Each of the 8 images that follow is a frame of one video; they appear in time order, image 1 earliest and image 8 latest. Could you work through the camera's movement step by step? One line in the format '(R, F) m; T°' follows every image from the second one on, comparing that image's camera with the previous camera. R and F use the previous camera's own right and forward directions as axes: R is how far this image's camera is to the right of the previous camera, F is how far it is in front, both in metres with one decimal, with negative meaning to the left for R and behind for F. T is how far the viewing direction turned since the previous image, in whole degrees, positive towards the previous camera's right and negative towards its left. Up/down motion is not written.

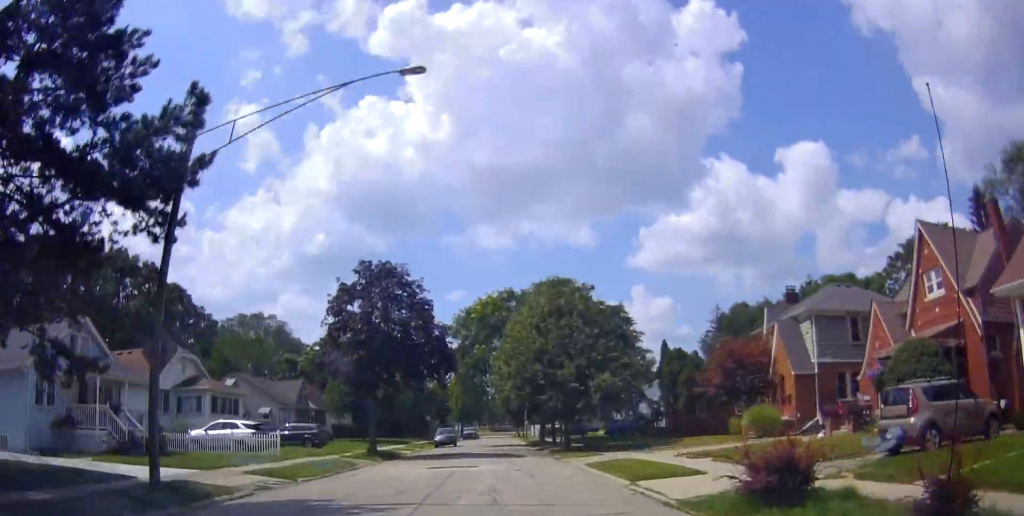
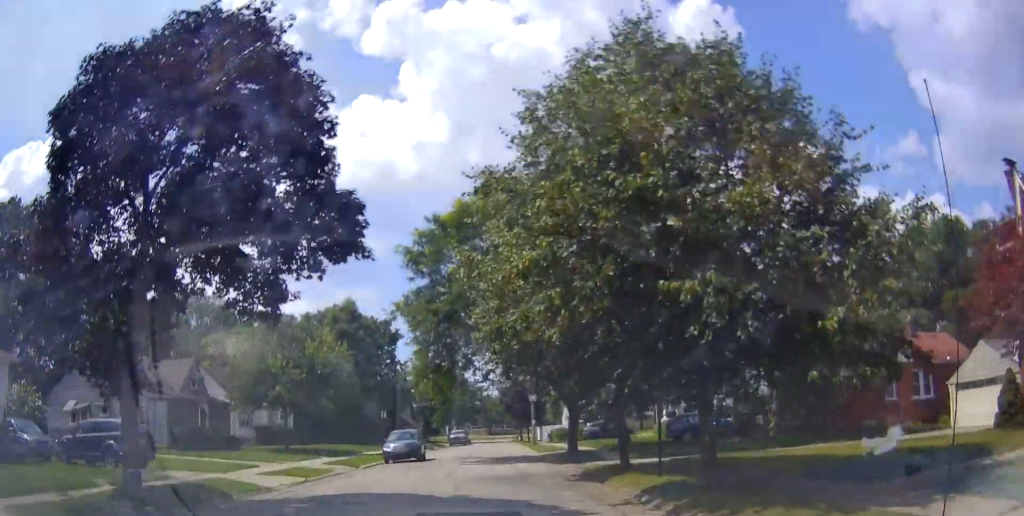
(0.0, +20.4) m; +1°
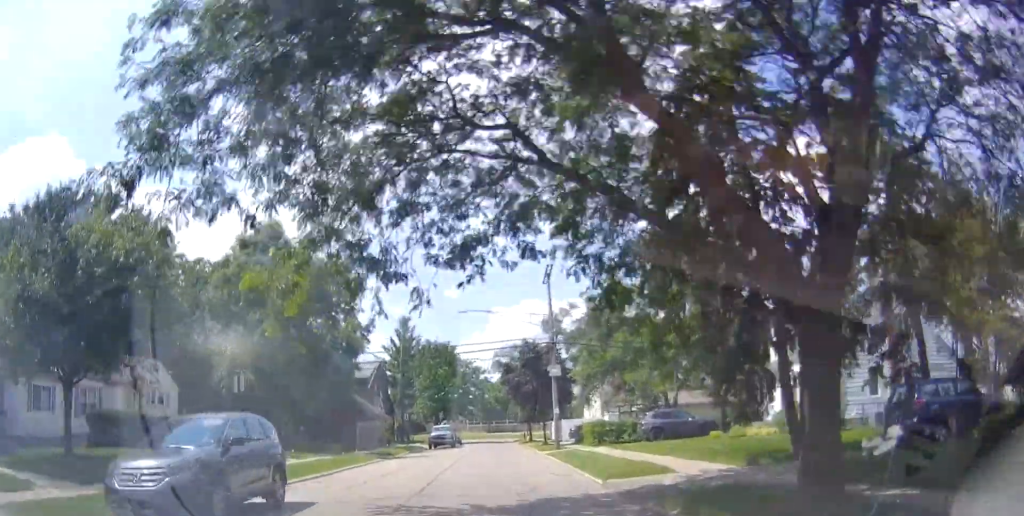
(0.0, +21.1) m; -1°
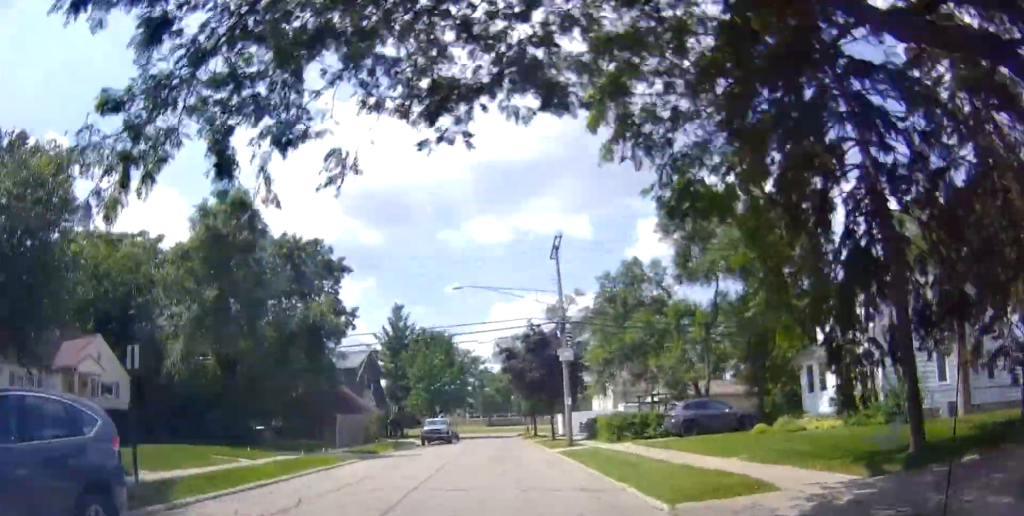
(0.0, +5.3) m; 0°
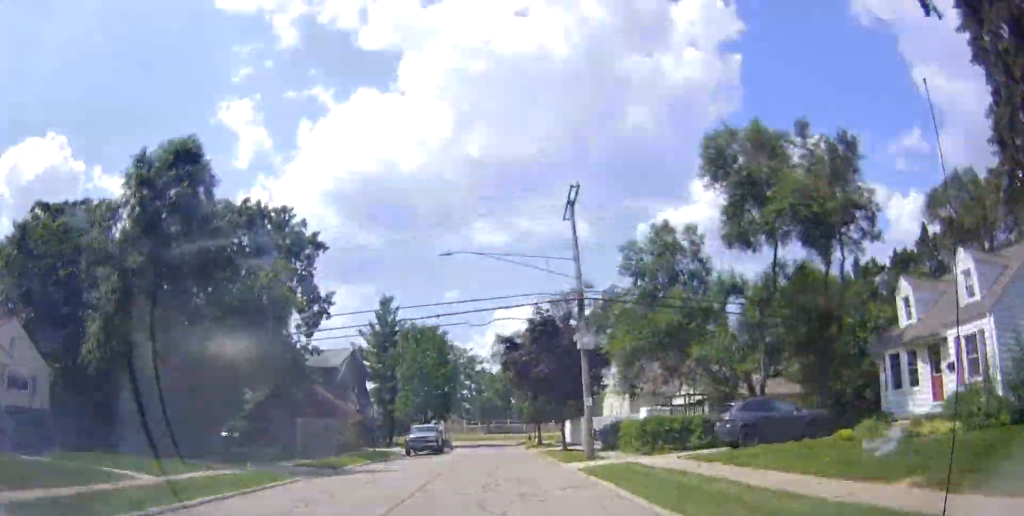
(0.0, +6.7) m; 0°
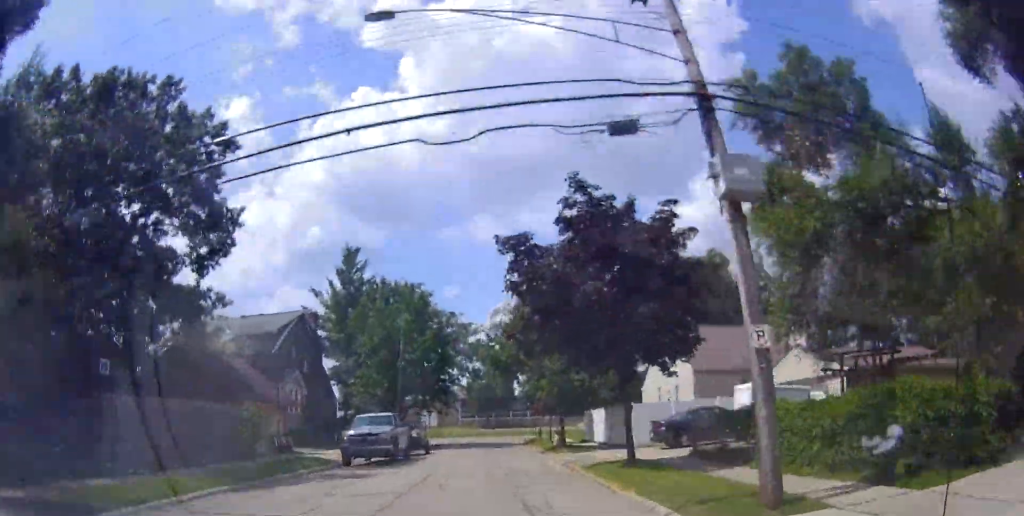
(0.0, +14.8) m; 0°
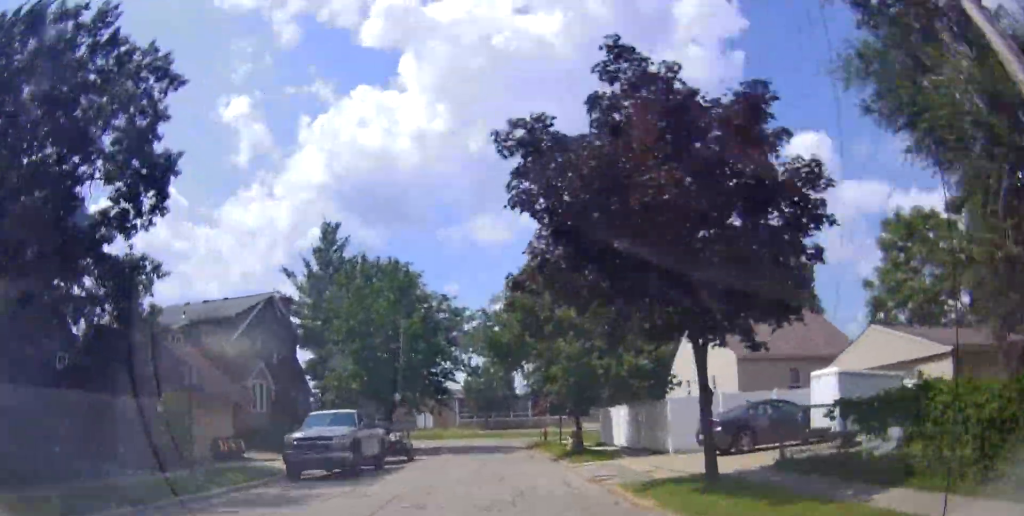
(0.0, +5.9) m; 0°
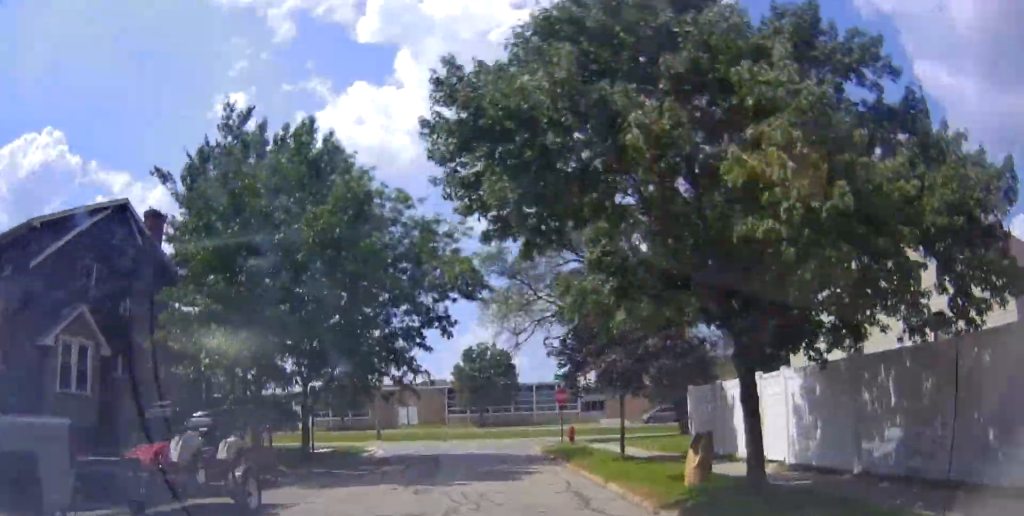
(0.0, +16.5) m; 0°
